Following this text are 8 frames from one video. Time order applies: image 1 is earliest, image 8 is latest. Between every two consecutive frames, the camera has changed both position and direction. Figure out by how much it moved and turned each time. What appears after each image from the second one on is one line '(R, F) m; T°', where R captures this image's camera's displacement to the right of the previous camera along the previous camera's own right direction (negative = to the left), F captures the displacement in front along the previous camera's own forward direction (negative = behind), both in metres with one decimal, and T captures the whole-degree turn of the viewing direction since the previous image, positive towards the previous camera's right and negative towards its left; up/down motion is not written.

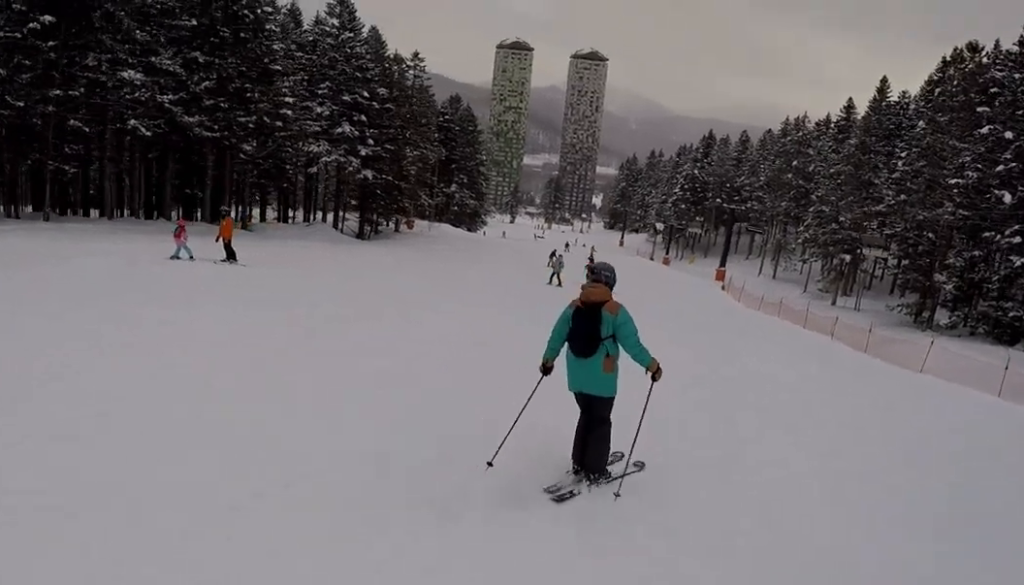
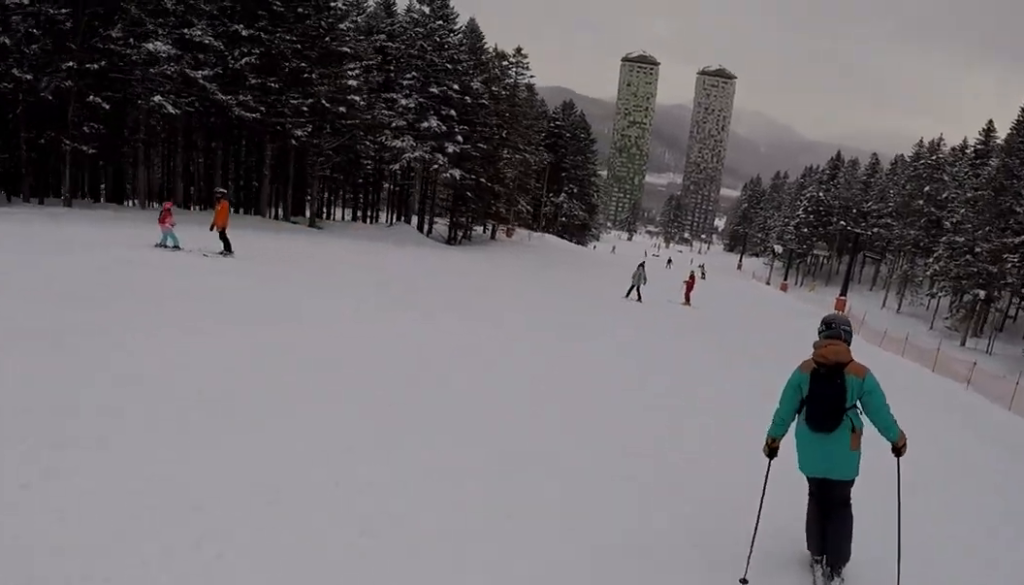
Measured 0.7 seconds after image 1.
(-0.3, +4.5) m; -14°
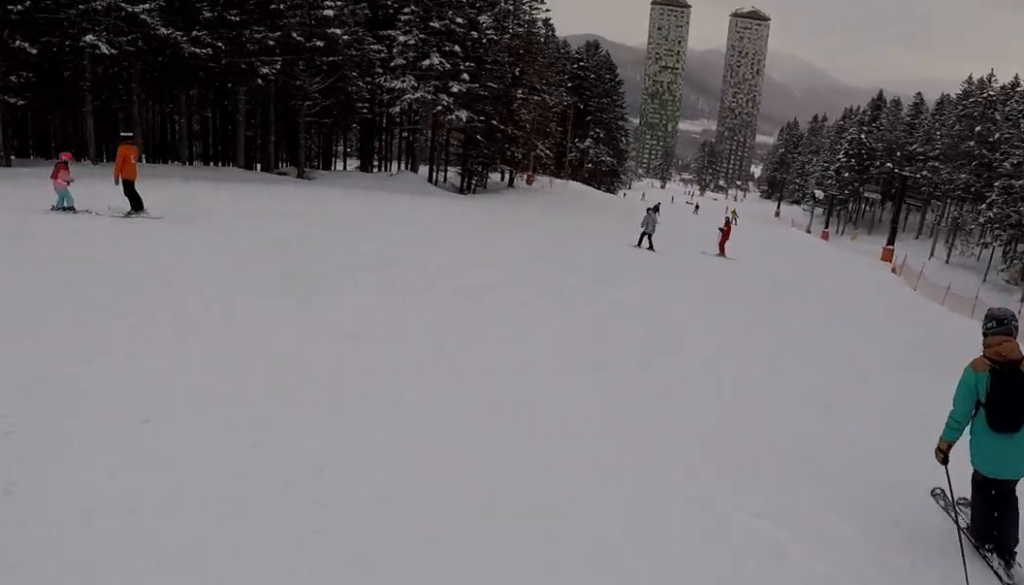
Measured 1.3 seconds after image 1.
(-0.8, +4.3) m; -8°
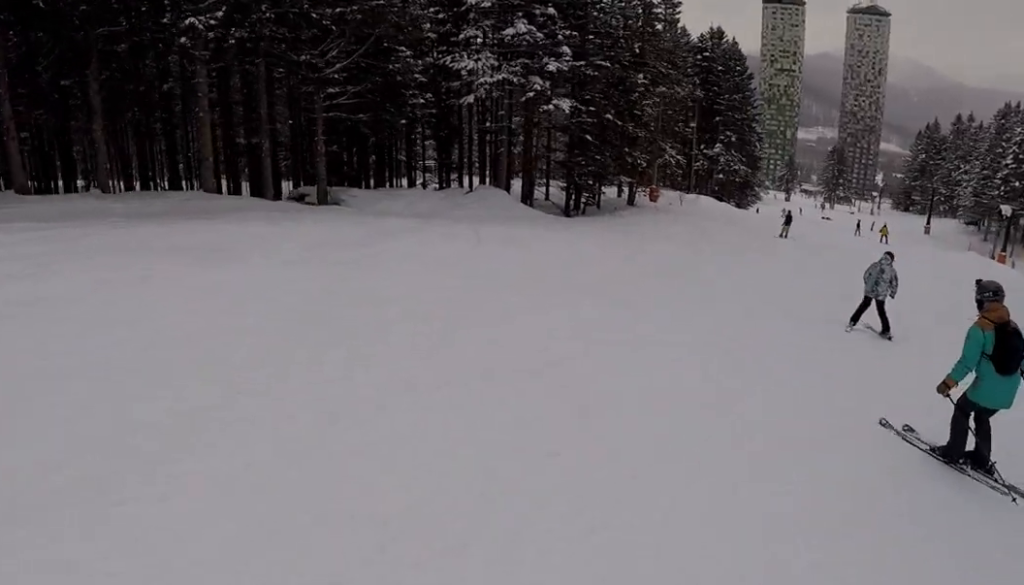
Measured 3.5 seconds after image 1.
(-1.2, +15.1) m; -3°
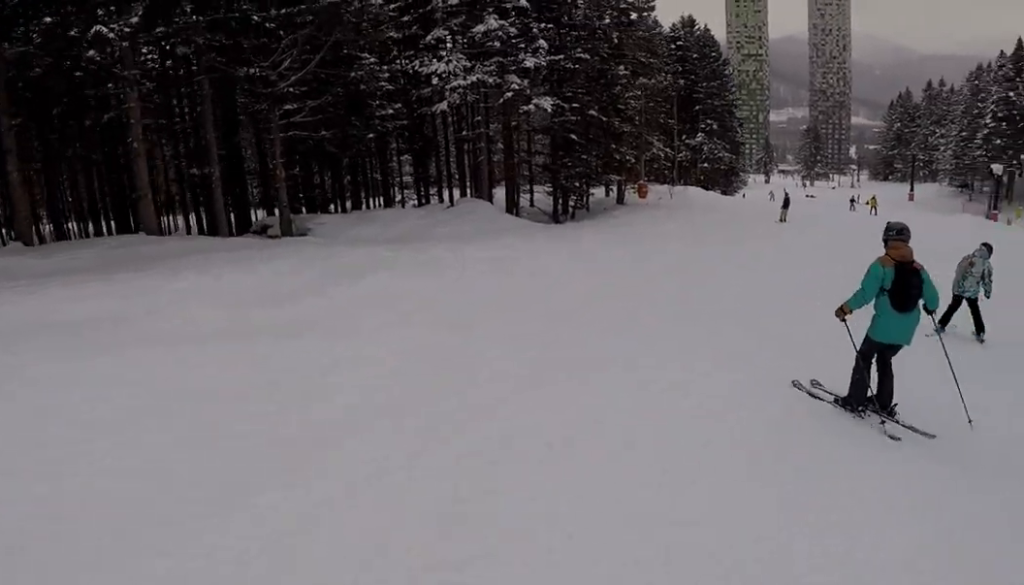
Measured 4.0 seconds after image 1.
(0.0, +3.3) m; +3°
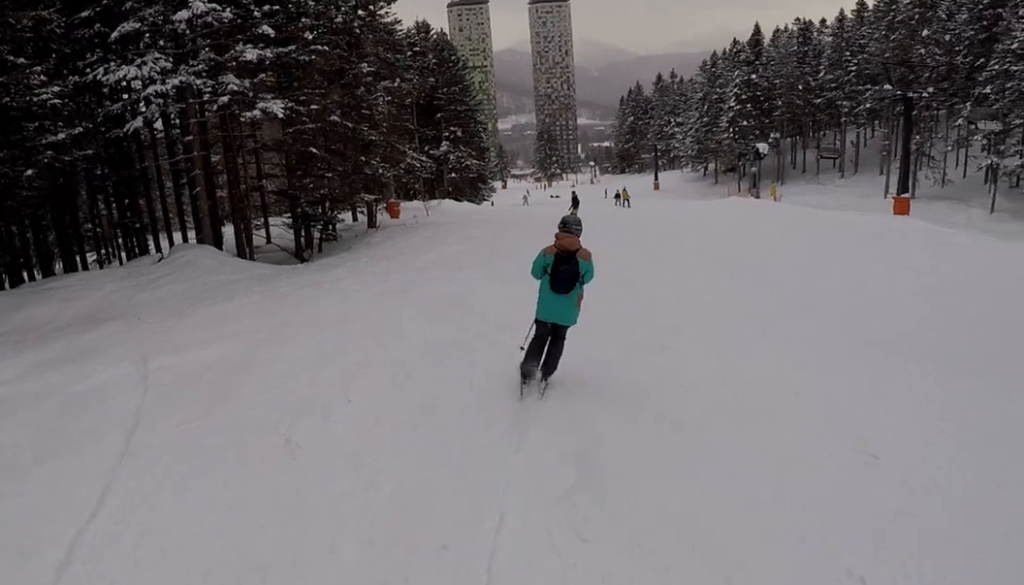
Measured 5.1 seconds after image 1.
(+0.7, +8.3) m; +18°
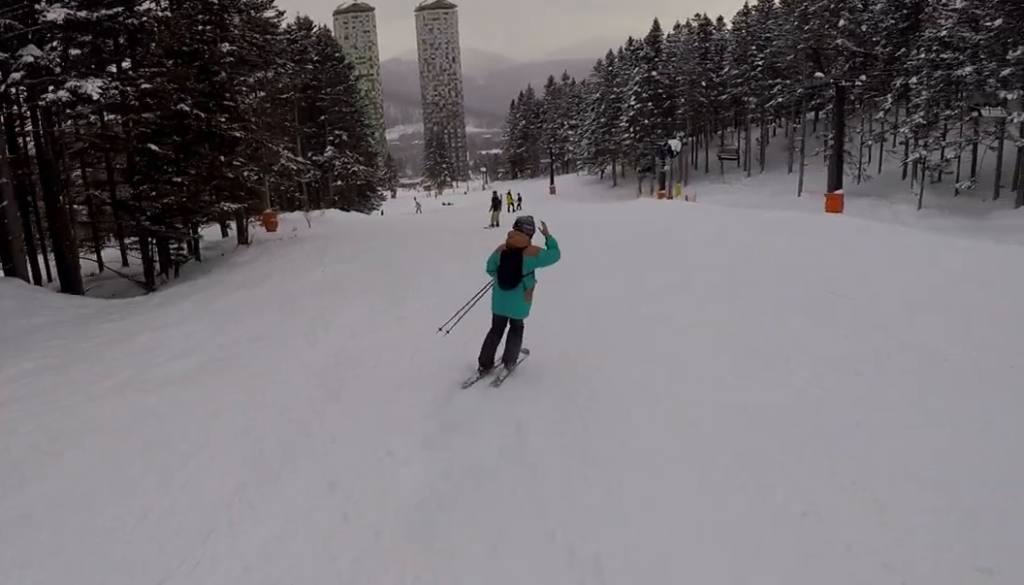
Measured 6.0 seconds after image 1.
(+0.9, +6.3) m; +20°
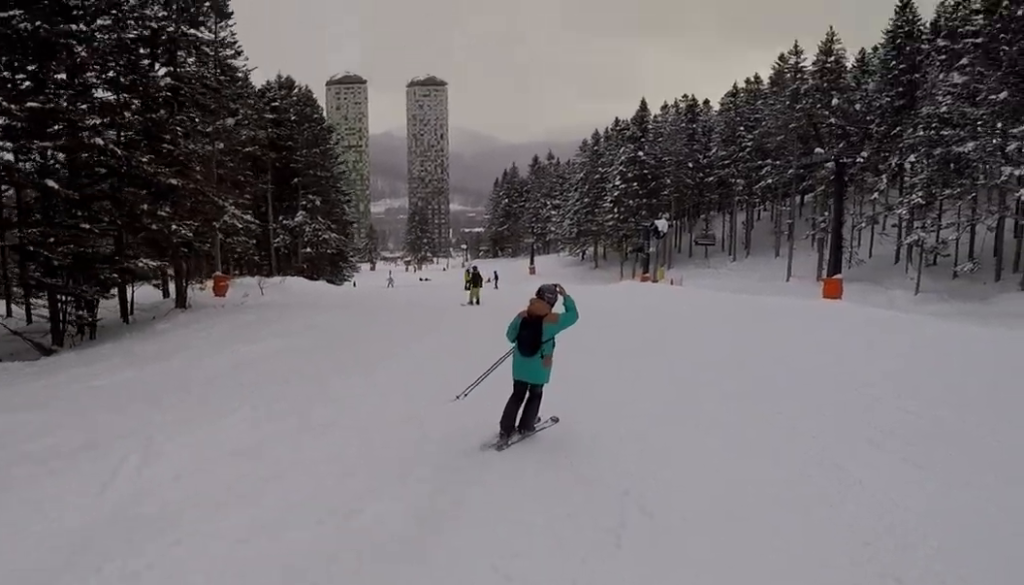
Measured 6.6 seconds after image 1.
(+1.0, +4.5) m; +11°
